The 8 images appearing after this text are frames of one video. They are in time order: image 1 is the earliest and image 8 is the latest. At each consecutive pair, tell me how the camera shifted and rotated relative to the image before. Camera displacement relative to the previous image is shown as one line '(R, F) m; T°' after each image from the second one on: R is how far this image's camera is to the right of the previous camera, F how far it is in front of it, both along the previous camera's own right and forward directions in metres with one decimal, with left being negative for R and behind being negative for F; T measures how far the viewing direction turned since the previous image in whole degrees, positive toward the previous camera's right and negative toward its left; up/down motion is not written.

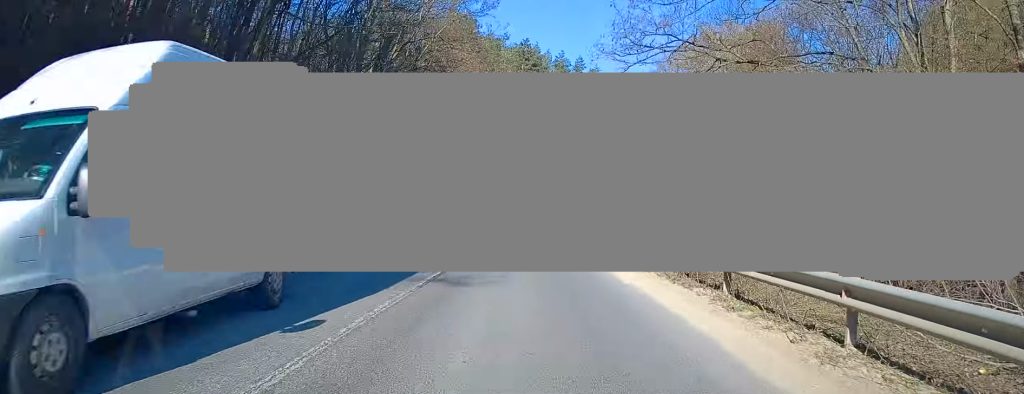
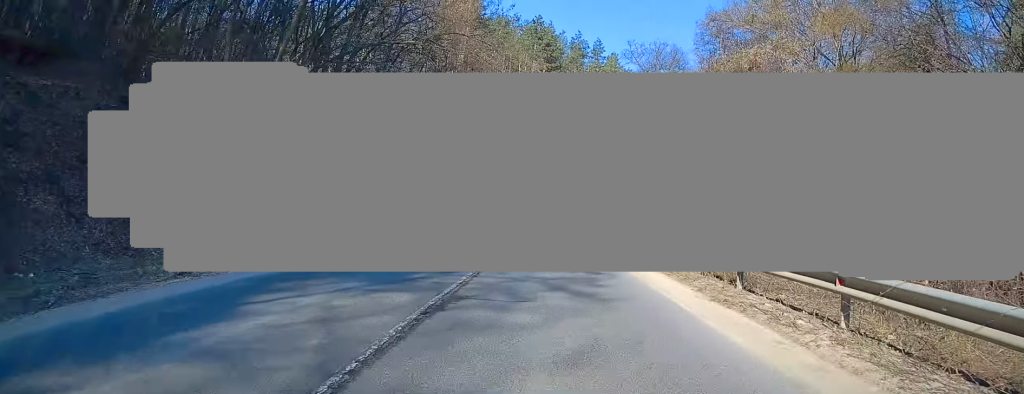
(-0.2, +10.6) m; -1°
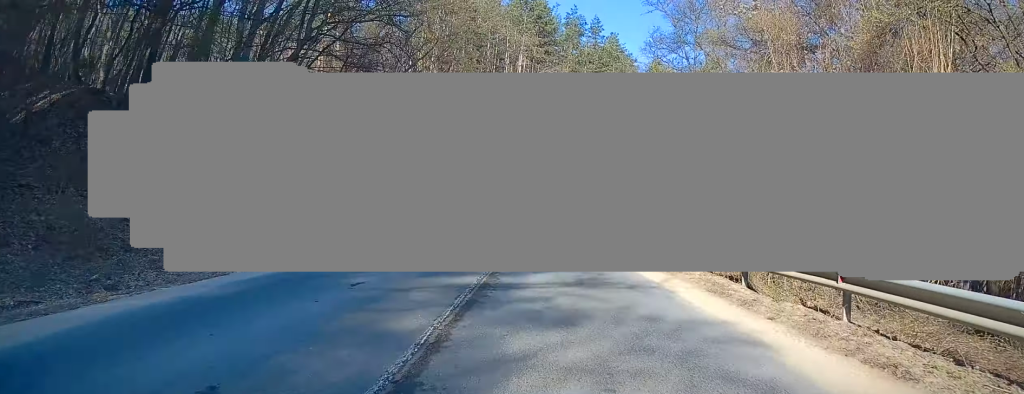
(0.0, +11.3) m; 0°
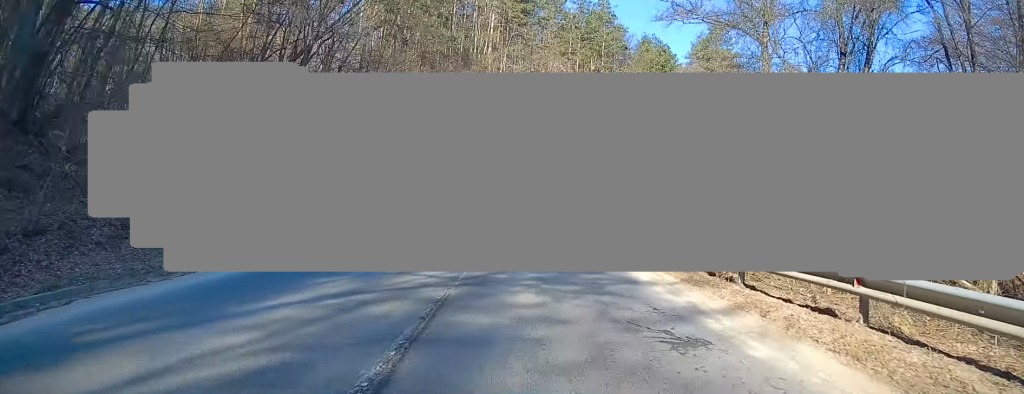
(0.0, +12.6) m; 0°
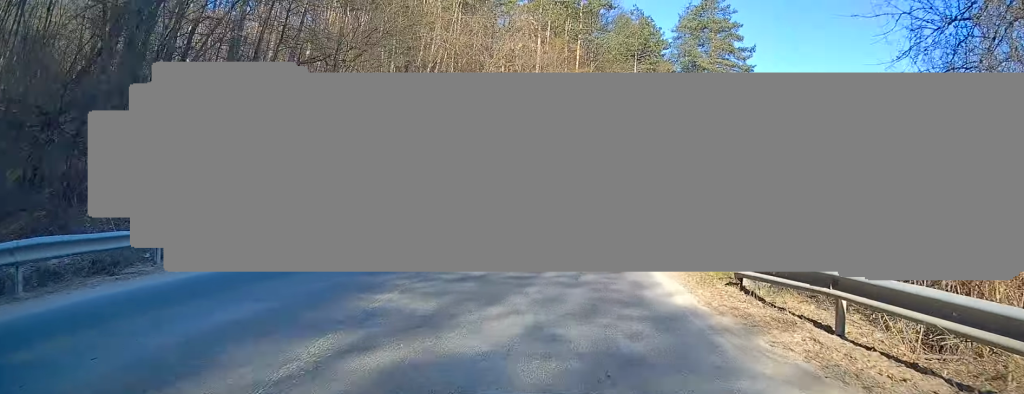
(0.0, +12.1) m; +4°
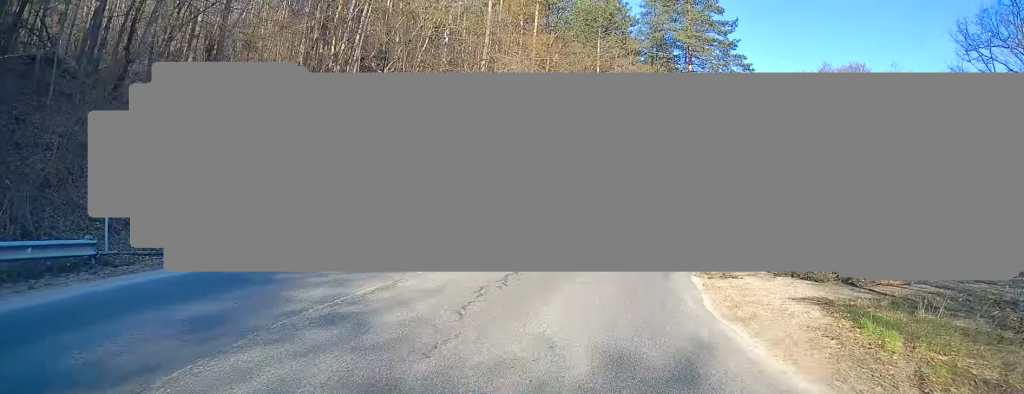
(+0.6, +8.3) m; +8°
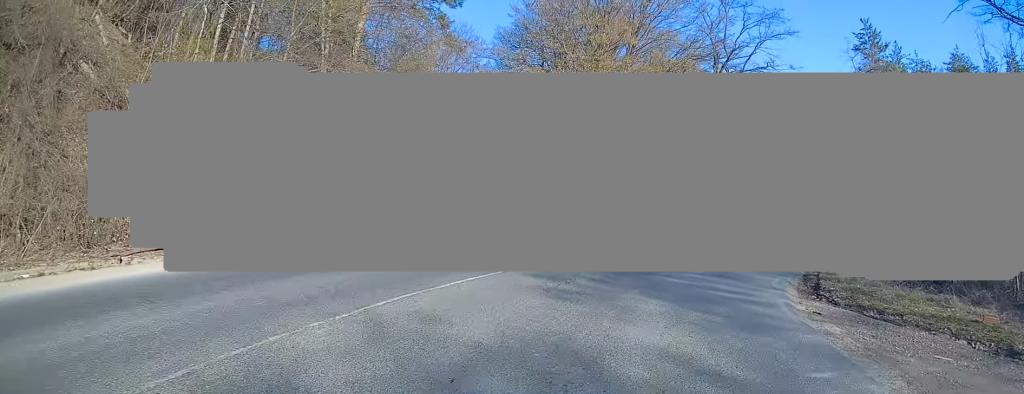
(+5.2, +23.4) m; +29°
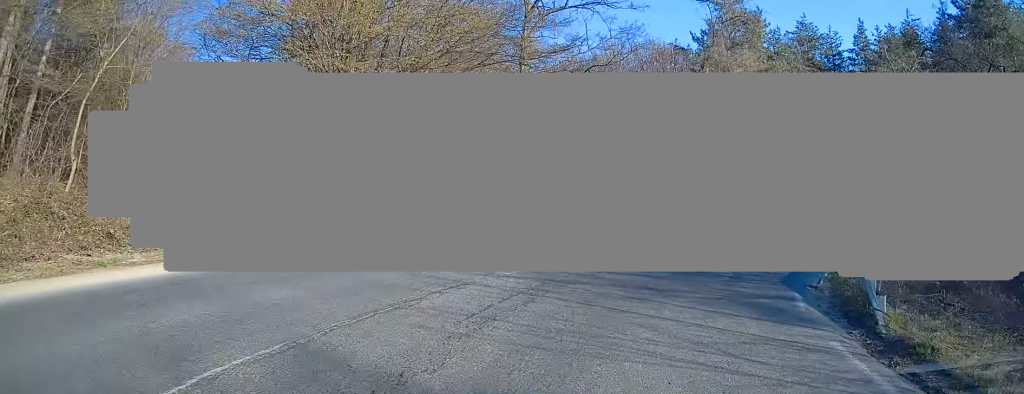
(+2.1, +10.7) m; +23°
